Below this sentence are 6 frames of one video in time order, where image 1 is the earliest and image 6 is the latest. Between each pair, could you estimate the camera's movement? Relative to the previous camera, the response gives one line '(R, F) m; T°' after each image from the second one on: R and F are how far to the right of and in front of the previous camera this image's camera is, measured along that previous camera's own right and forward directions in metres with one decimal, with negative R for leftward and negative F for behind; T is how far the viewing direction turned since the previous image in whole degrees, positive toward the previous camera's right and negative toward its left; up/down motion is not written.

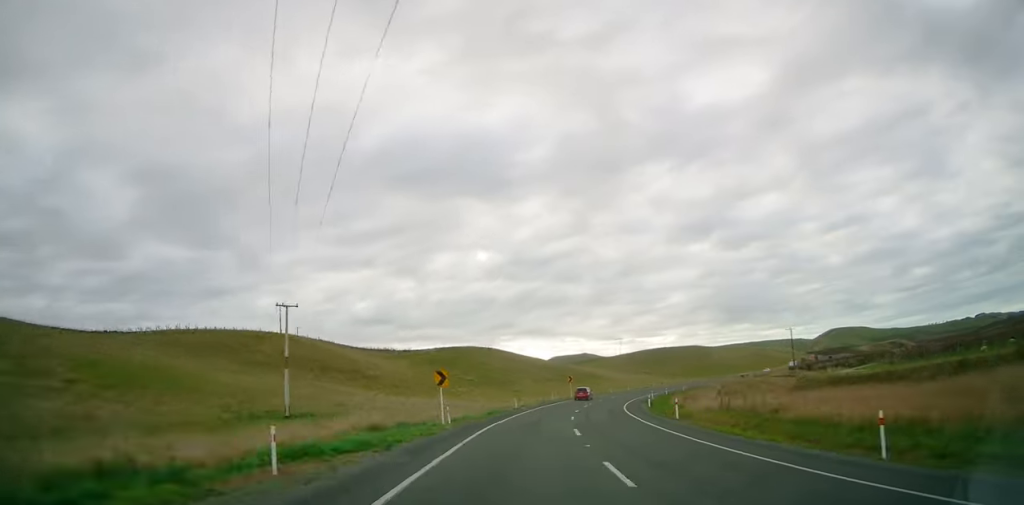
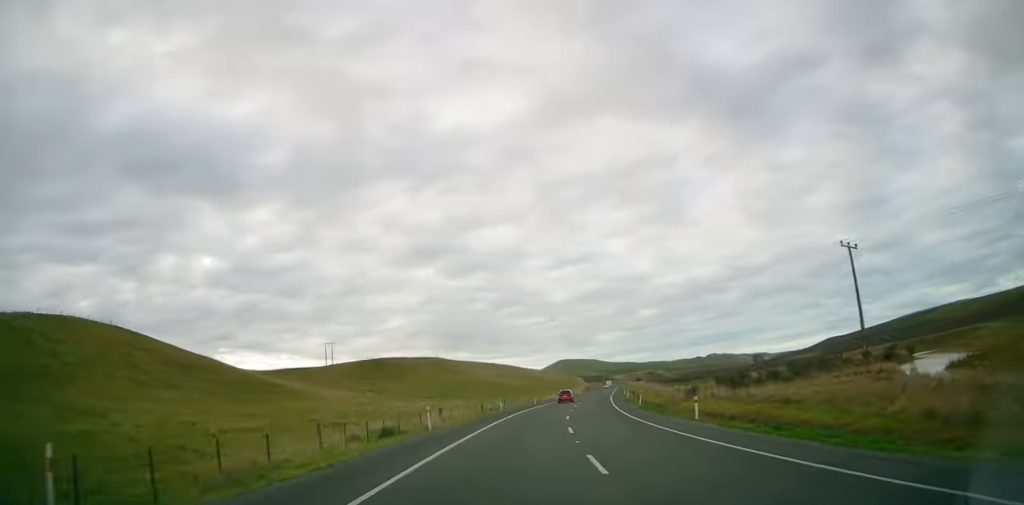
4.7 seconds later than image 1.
(+24.1, +99.3) m; +22°
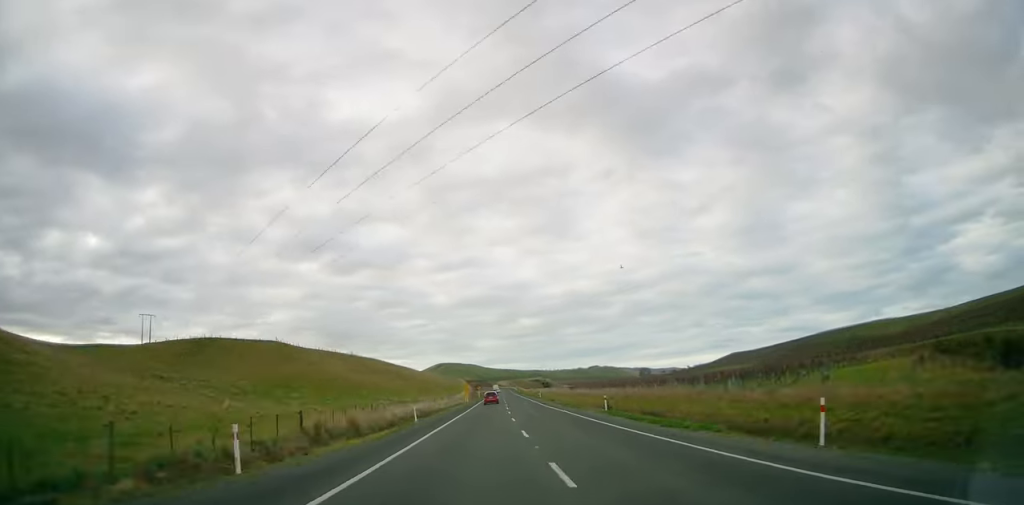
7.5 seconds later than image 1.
(+5.9, +64.4) m; +7°
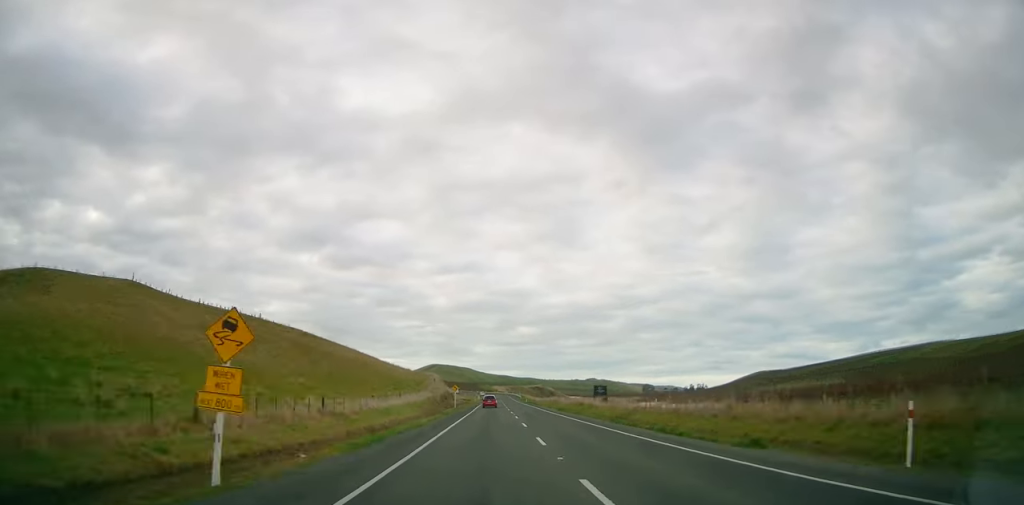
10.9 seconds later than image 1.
(+3.8, +82.6) m; +2°
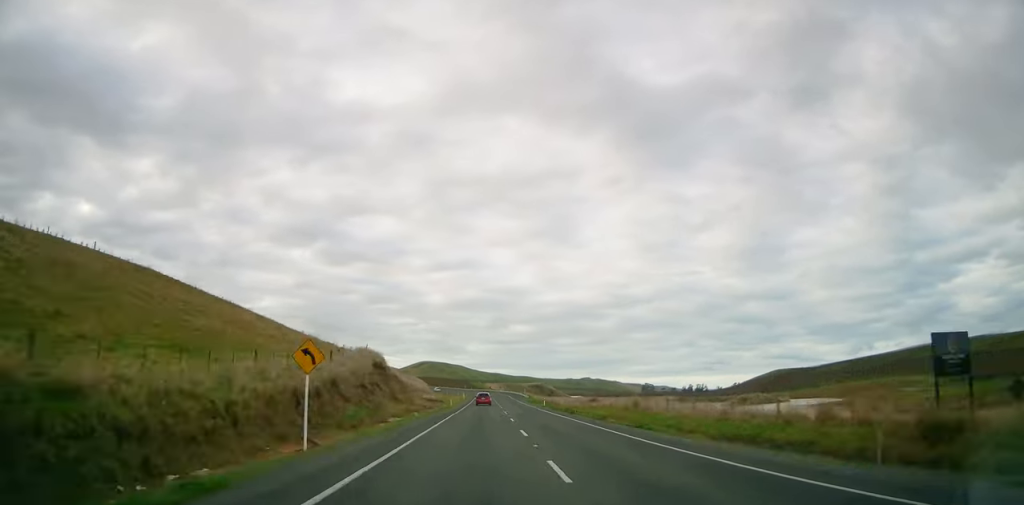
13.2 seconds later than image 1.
(-0.1, +54.9) m; -1°
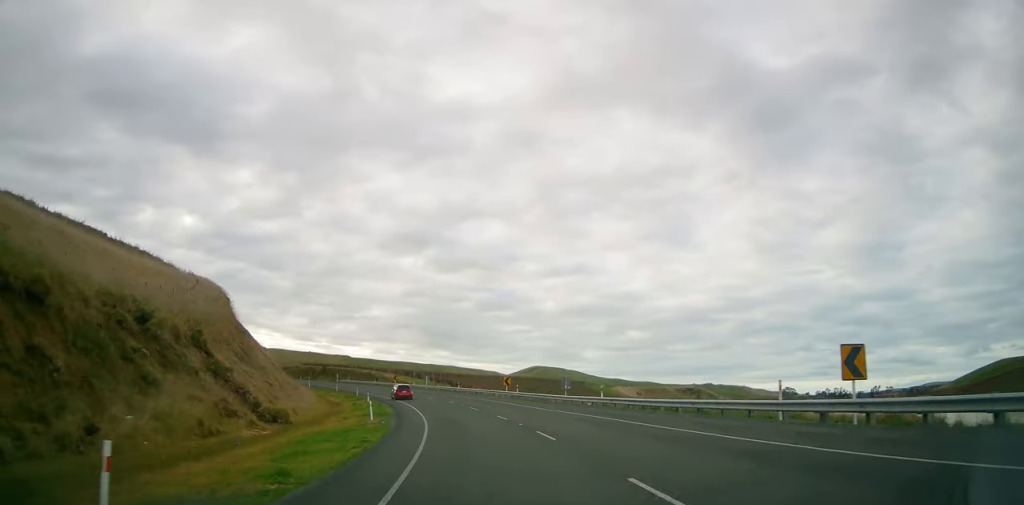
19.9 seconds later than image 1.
(-16.1, +155.5) m; -21°
